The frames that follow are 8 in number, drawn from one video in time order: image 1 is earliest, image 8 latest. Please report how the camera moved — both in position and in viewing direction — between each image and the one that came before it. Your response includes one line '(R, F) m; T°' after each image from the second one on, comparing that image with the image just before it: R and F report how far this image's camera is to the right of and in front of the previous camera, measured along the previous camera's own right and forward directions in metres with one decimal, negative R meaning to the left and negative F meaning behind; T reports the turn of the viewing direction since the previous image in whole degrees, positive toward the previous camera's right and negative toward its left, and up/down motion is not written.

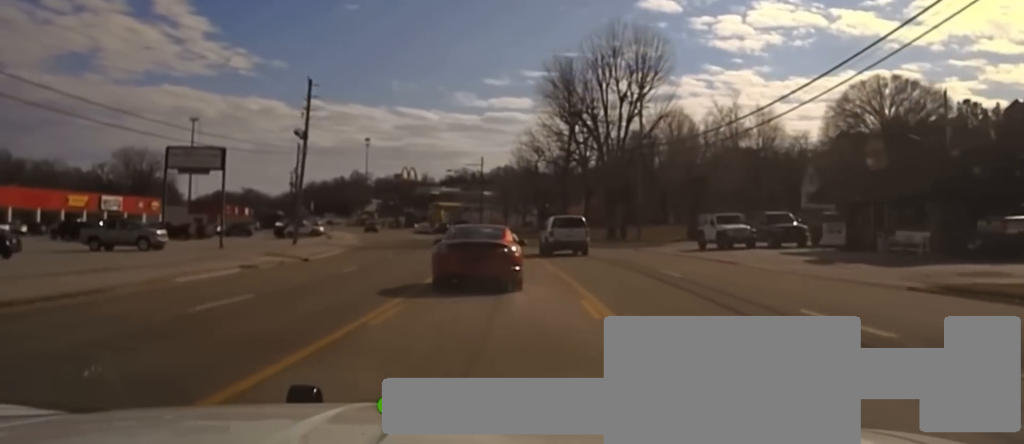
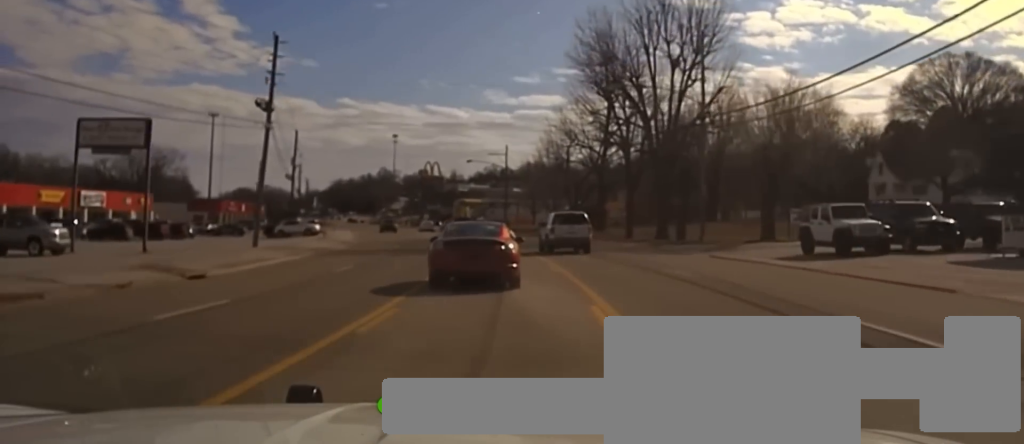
(0.0, +13.3) m; -1°
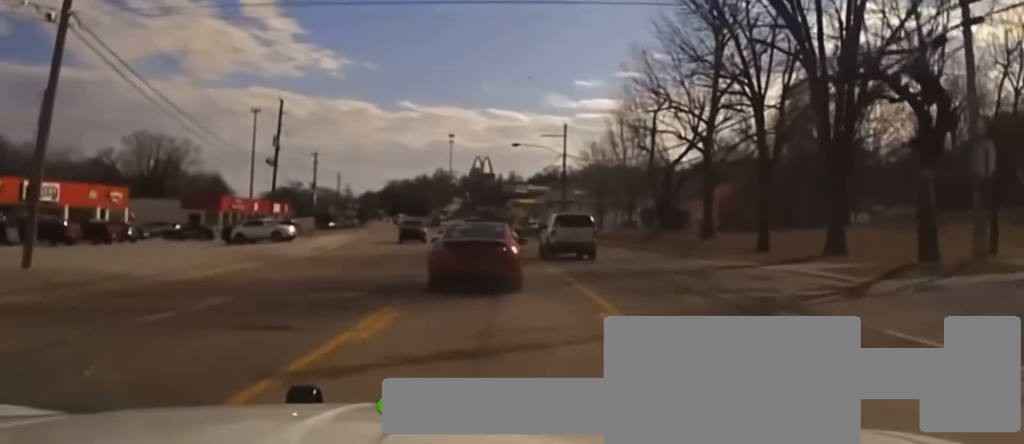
(-0.6, +25.0) m; -3°
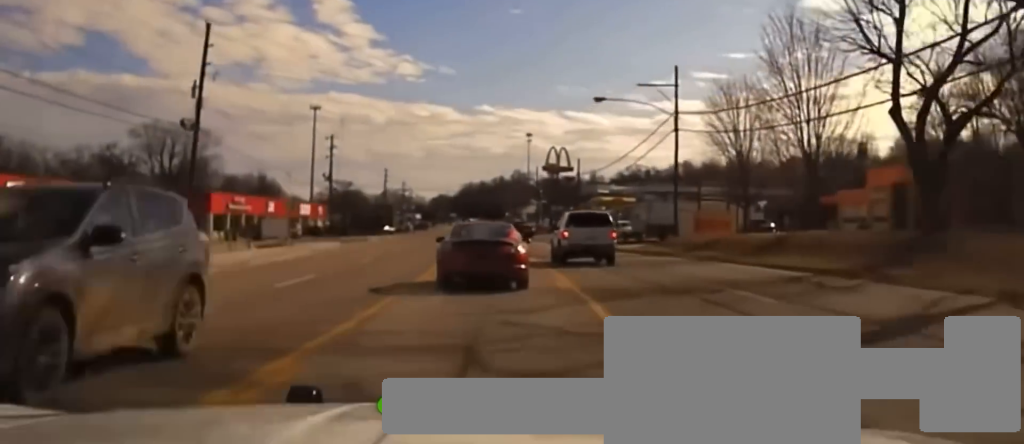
(-1.4, +32.0) m; -5°
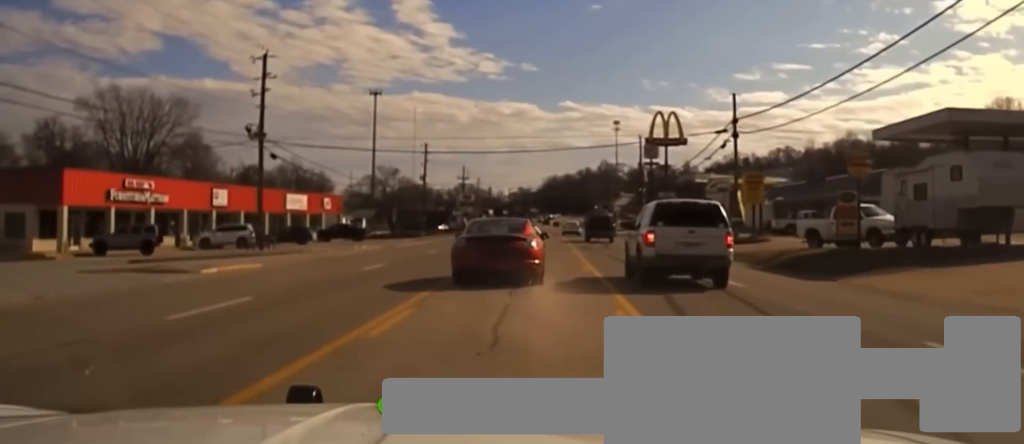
(-2.8, +47.2) m; -6°
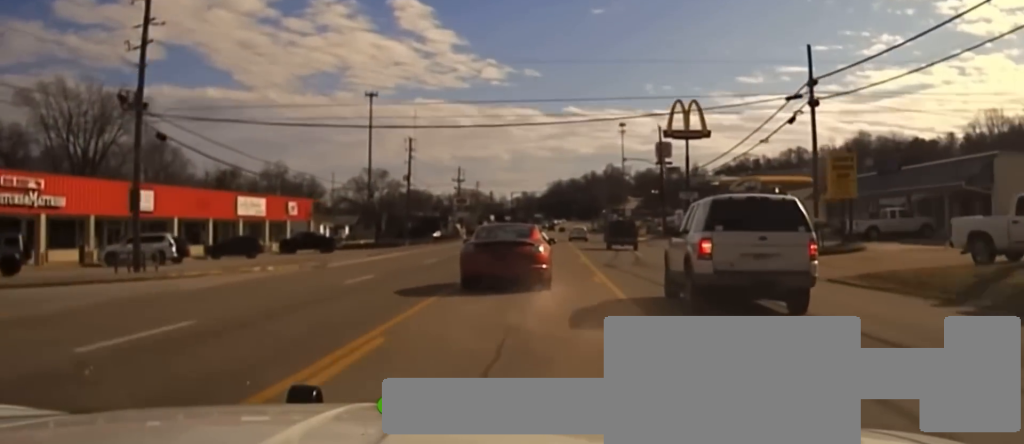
(-0.2, +16.5) m; -1°
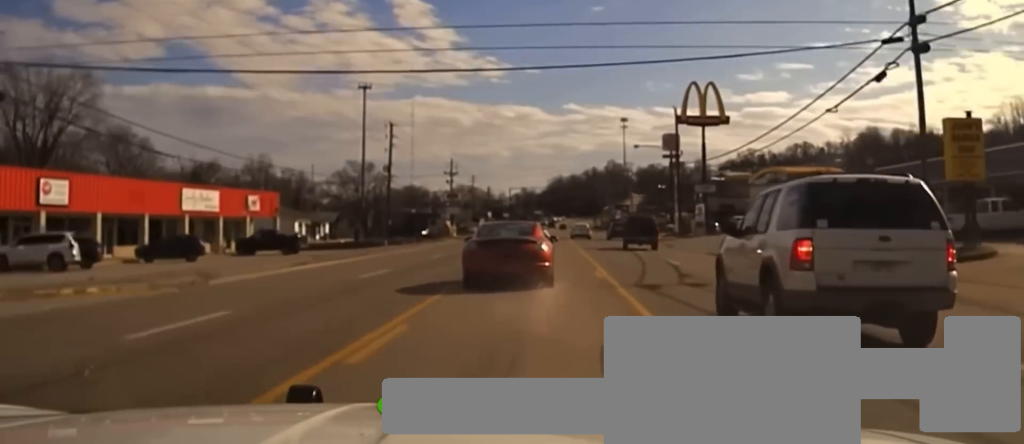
(-0.2, +12.6) m; 0°
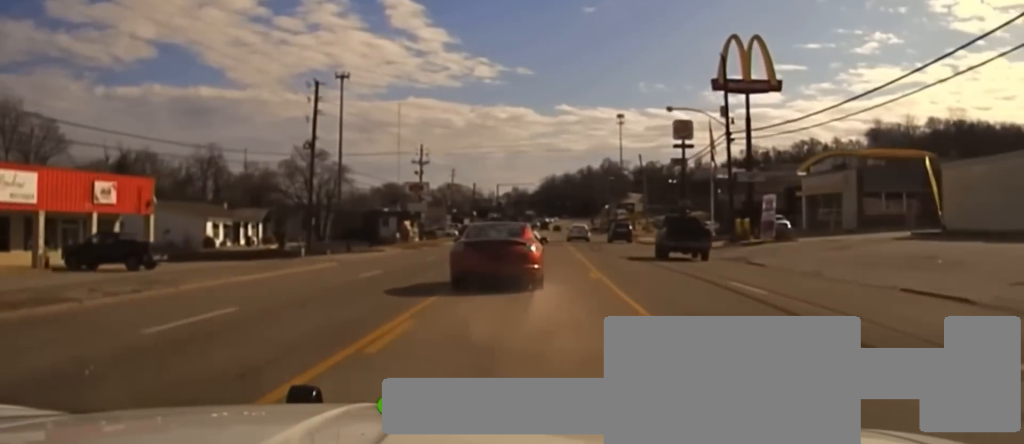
(0.0, +27.8) m; 0°
